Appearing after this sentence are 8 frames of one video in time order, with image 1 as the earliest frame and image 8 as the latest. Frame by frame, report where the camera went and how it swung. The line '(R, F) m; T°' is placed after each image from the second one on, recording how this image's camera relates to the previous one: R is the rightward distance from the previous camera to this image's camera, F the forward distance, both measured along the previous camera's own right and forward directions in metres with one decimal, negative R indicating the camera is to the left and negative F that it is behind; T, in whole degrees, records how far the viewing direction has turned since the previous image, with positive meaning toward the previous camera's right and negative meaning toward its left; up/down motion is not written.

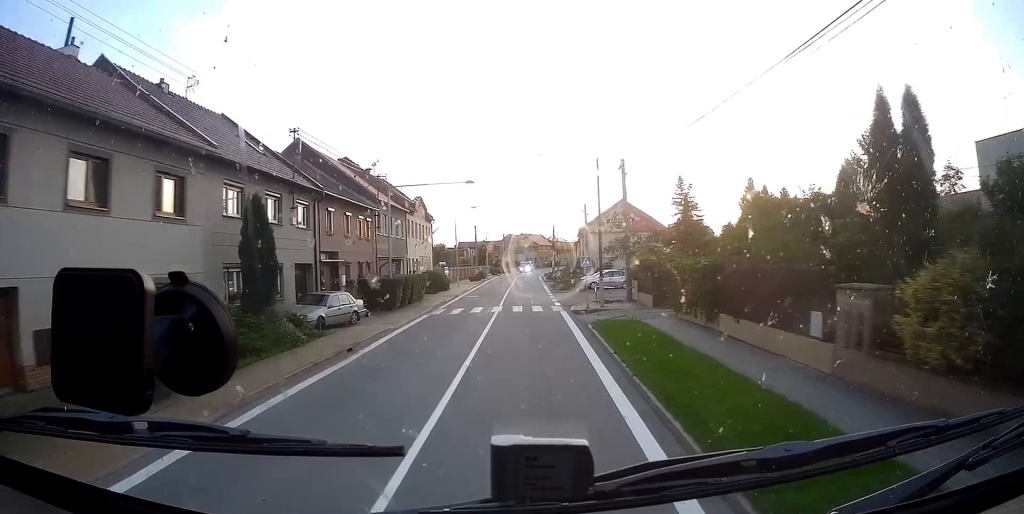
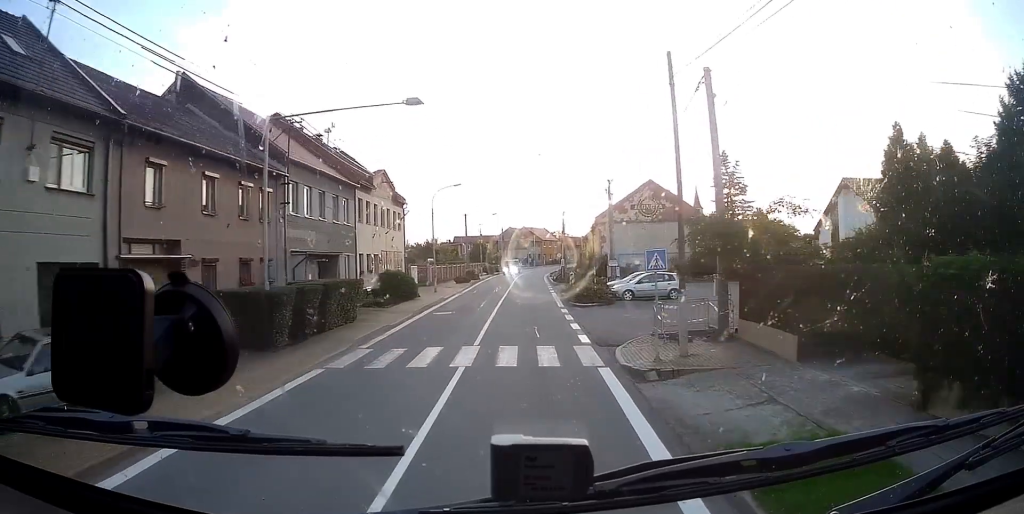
(-0.6, +15.2) m; -2°
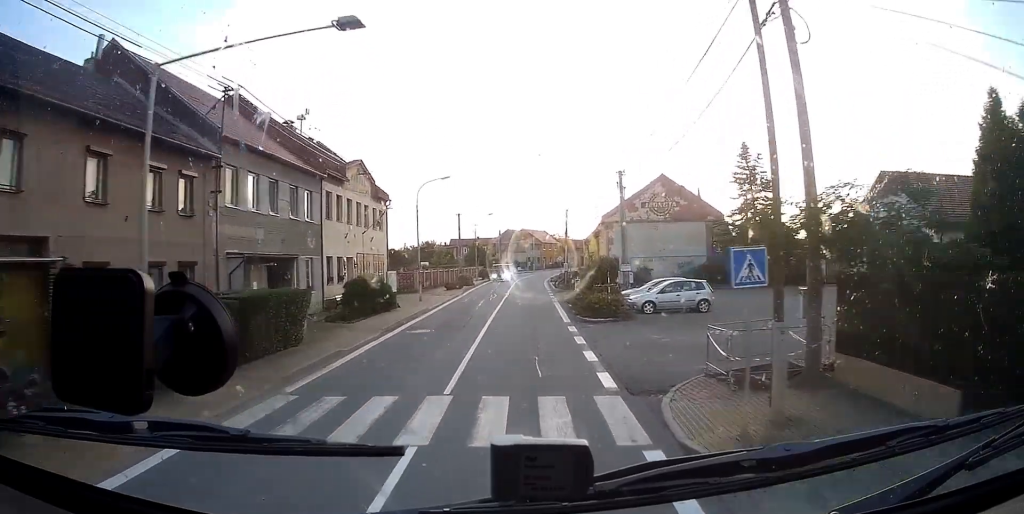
(0.0, +5.5) m; 0°
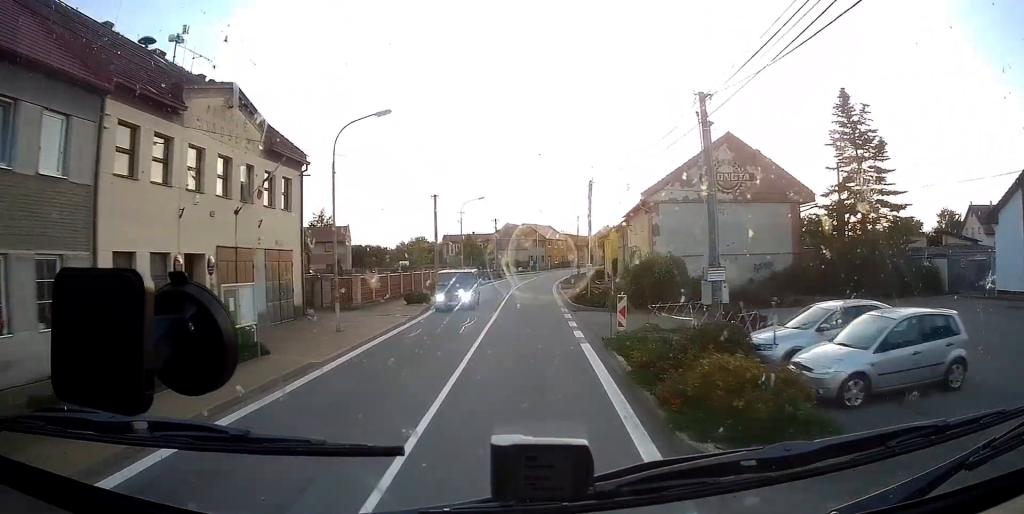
(+0.1, +17.0) m; +2°
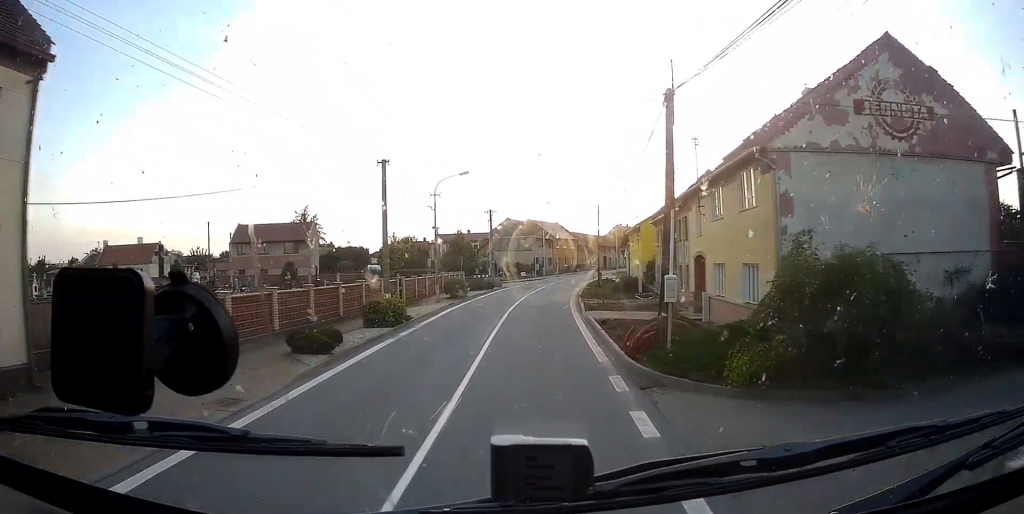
(+0.3, +16.7) m; -1°
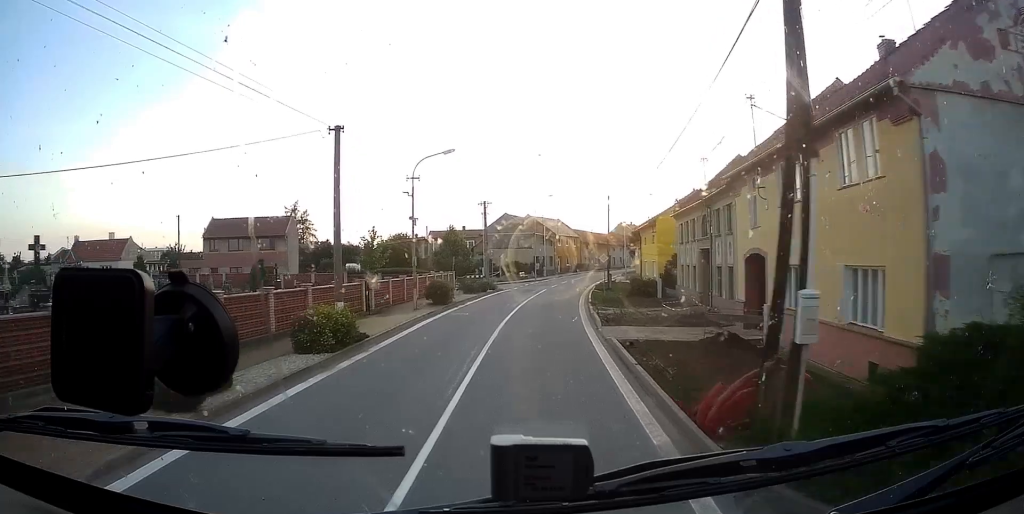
(-0.2, +6.8) m; -1°
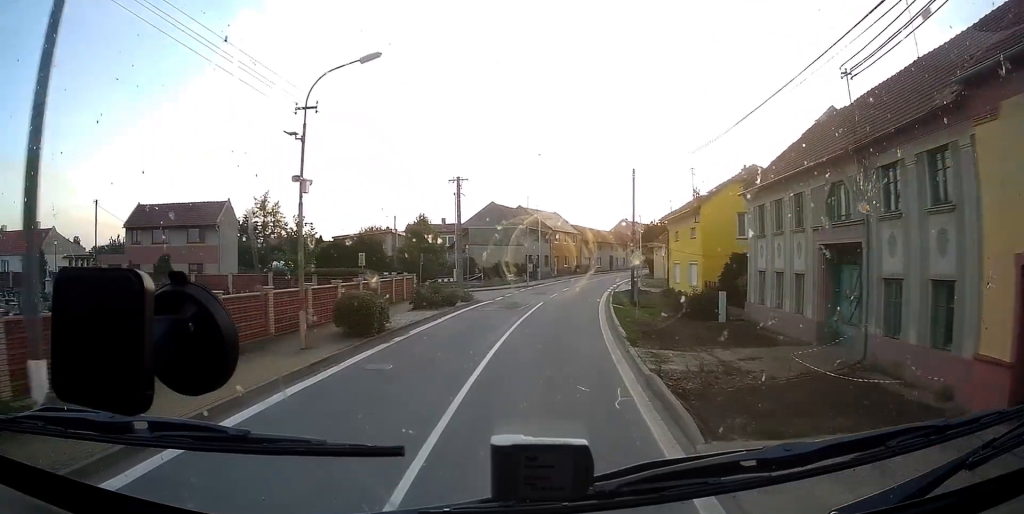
(+0.3, +13.9) m; +6°
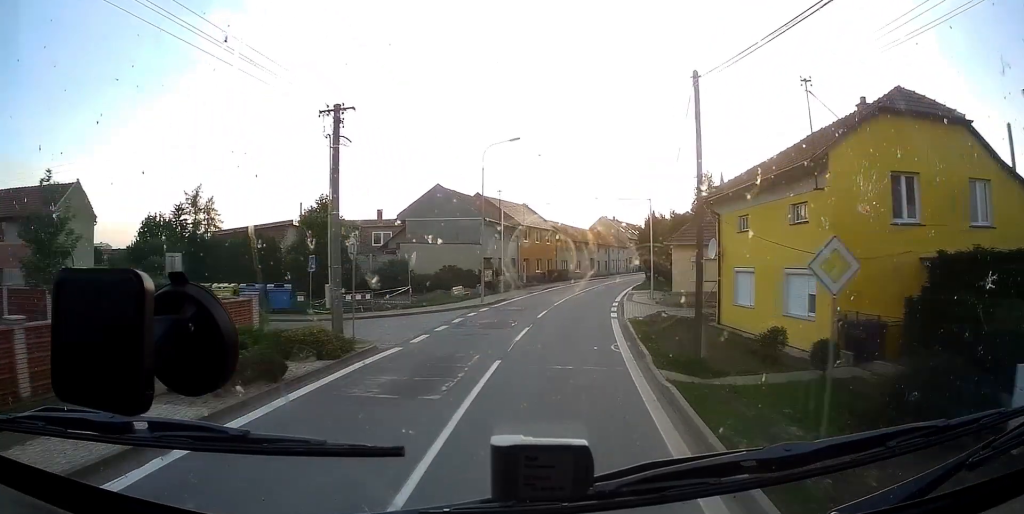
(+1.4, +17.4) m; +5°
